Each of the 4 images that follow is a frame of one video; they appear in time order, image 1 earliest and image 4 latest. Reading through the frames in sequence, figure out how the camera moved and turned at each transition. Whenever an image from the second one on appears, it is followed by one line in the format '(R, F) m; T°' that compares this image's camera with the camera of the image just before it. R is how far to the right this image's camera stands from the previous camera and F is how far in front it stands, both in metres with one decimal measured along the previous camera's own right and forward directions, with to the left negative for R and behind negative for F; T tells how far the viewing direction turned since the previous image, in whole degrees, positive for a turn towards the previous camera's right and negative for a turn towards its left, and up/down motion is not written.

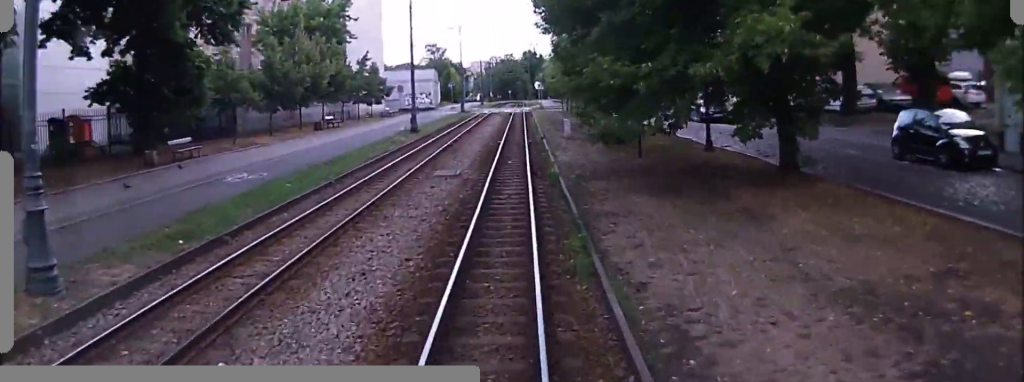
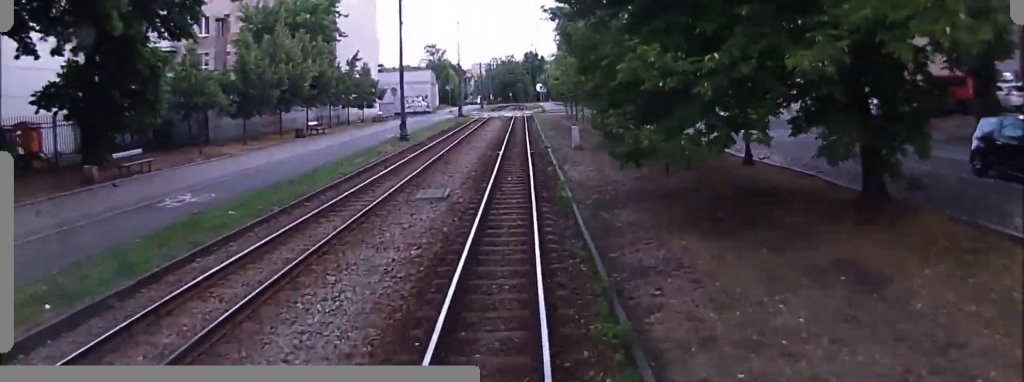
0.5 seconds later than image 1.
(0.0, +3.8) m; 0°
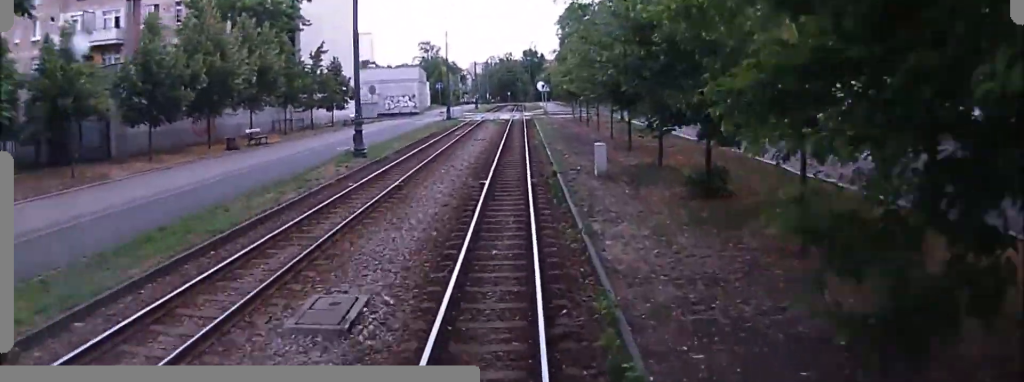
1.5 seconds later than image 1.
(0.0, +8.6) m; 0°
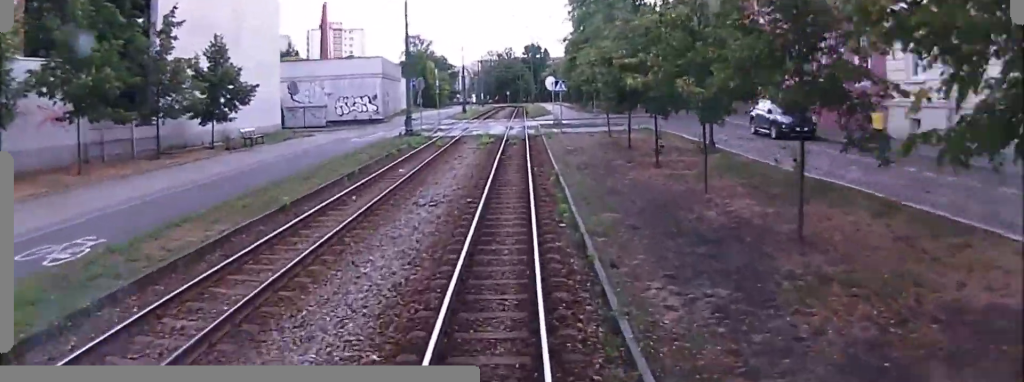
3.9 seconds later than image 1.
(0.0, +18.8) m; 0°
